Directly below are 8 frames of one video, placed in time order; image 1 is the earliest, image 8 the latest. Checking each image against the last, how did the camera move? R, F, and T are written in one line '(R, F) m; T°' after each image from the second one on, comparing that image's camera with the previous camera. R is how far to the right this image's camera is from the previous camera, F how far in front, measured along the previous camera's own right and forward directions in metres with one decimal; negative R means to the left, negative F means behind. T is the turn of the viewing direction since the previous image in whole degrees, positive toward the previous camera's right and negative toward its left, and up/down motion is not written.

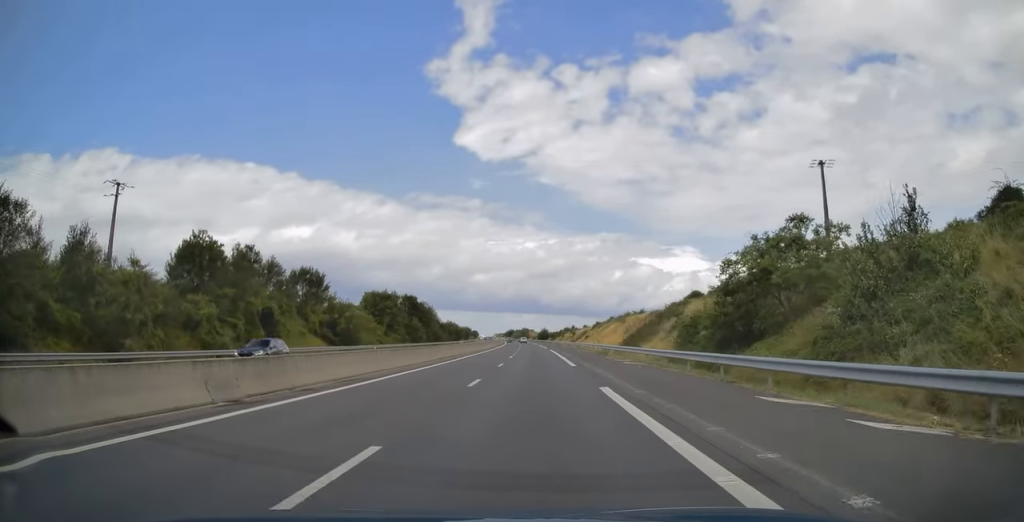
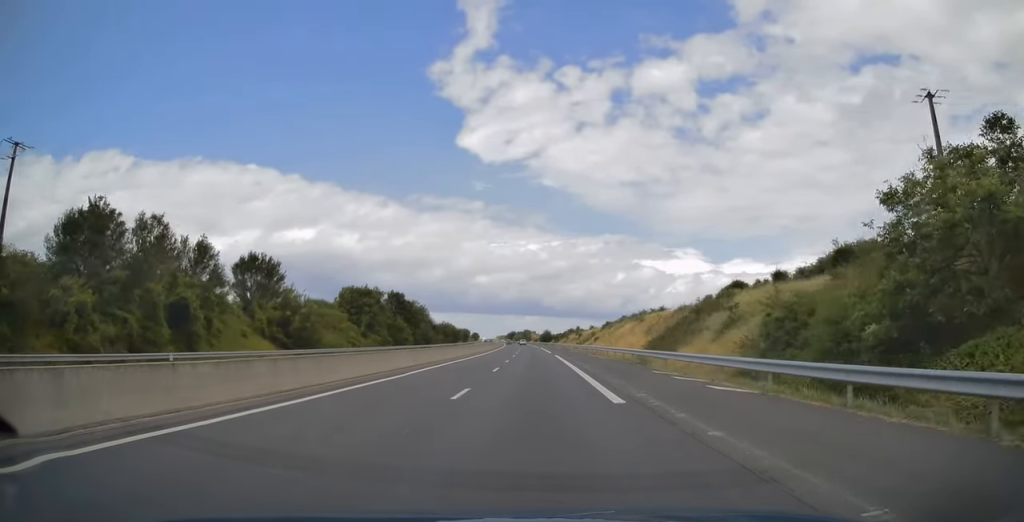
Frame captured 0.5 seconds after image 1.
(0.0, +16.1) m; 0°
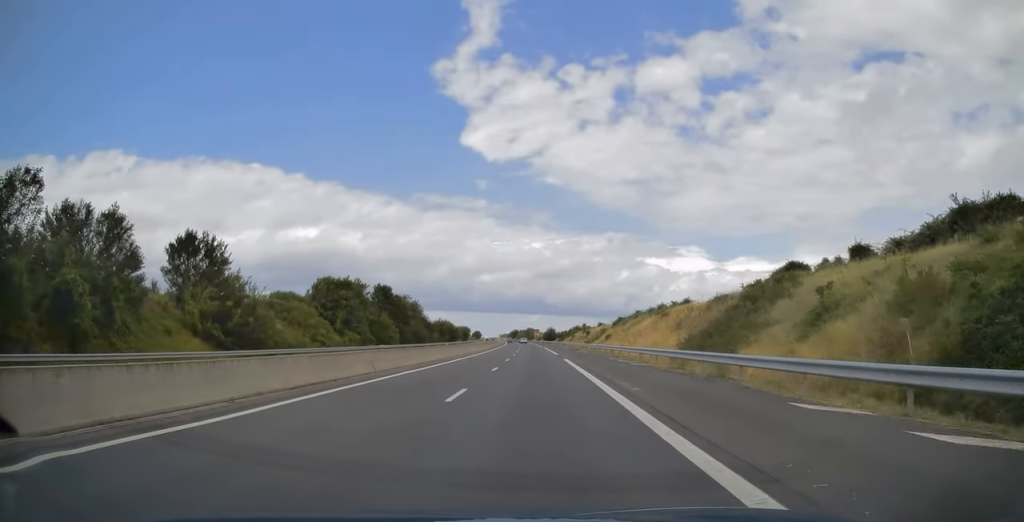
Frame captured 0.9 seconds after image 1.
(-0.1, +13.9) m; 0°
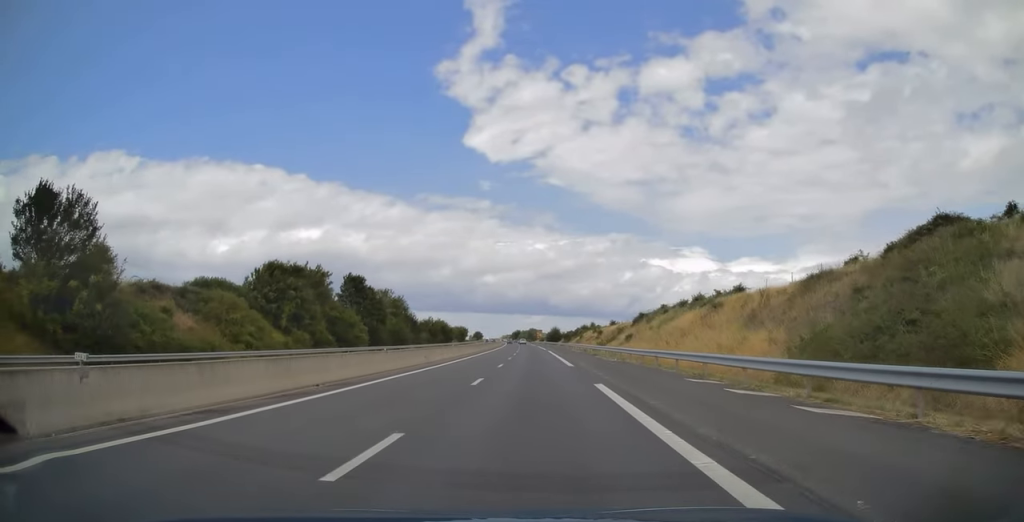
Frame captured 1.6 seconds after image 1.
(0.0, +20.4) m; 0°
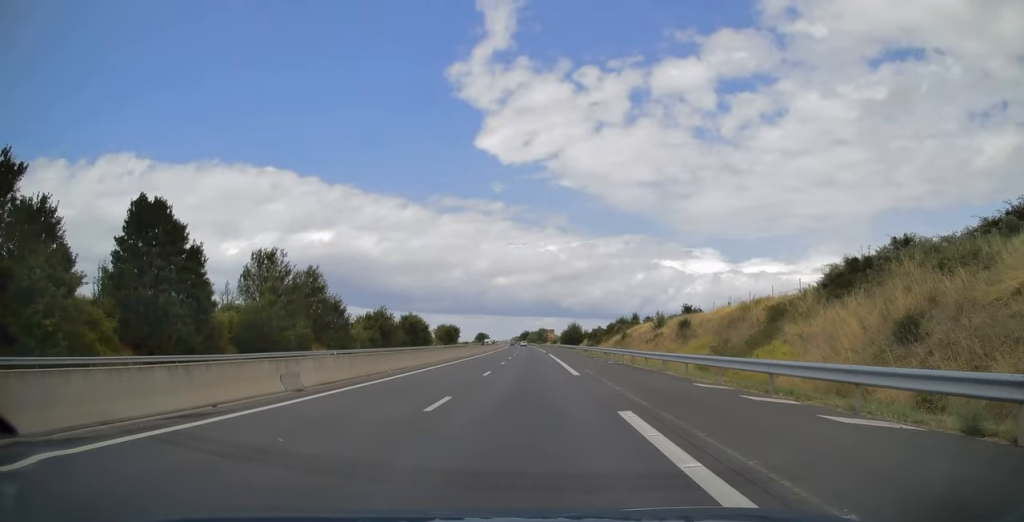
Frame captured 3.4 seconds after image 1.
(-0.4, +58.5) m; -1°
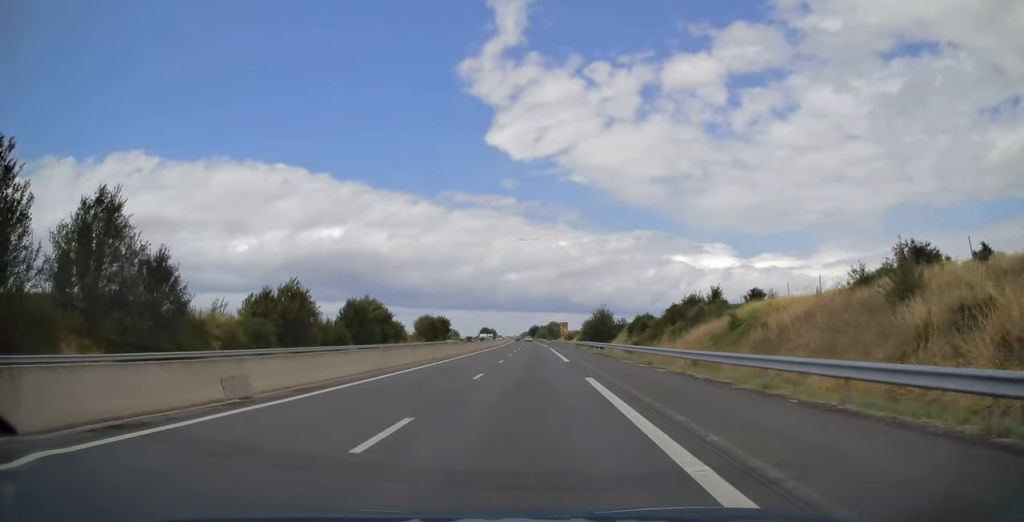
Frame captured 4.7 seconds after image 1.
(-0.4, +43.5) m; -1°
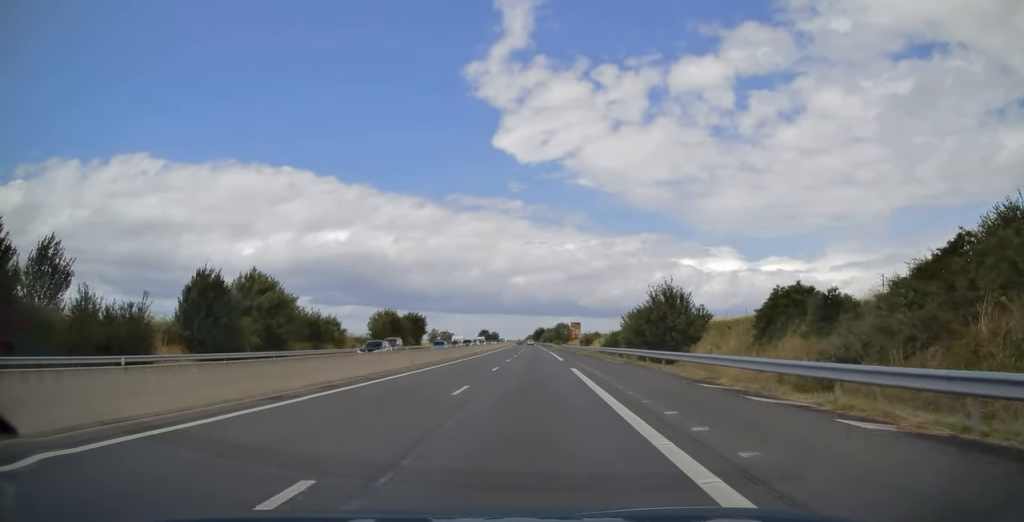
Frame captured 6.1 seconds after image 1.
(-0.4, +43.4) m; -1°
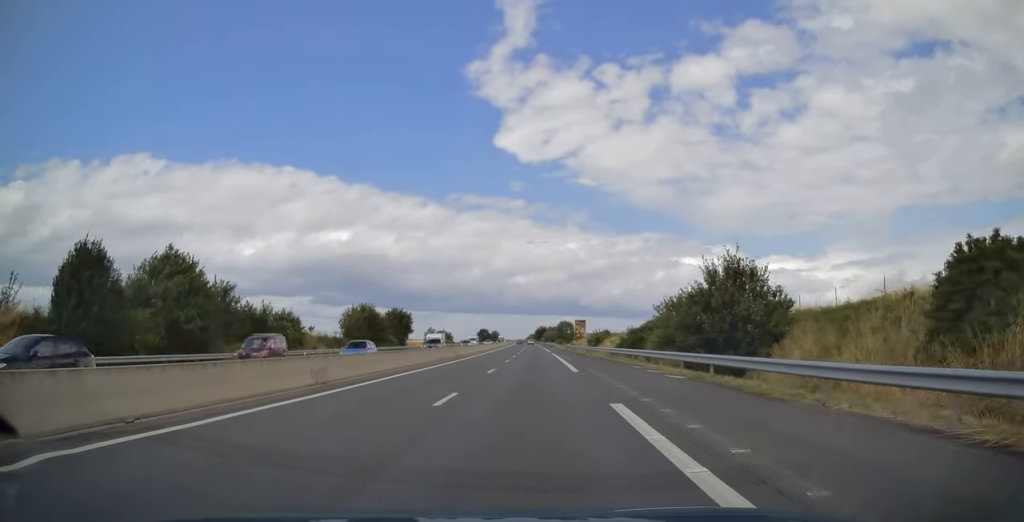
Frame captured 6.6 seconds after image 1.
(0.0, +15.6) m; 0°
